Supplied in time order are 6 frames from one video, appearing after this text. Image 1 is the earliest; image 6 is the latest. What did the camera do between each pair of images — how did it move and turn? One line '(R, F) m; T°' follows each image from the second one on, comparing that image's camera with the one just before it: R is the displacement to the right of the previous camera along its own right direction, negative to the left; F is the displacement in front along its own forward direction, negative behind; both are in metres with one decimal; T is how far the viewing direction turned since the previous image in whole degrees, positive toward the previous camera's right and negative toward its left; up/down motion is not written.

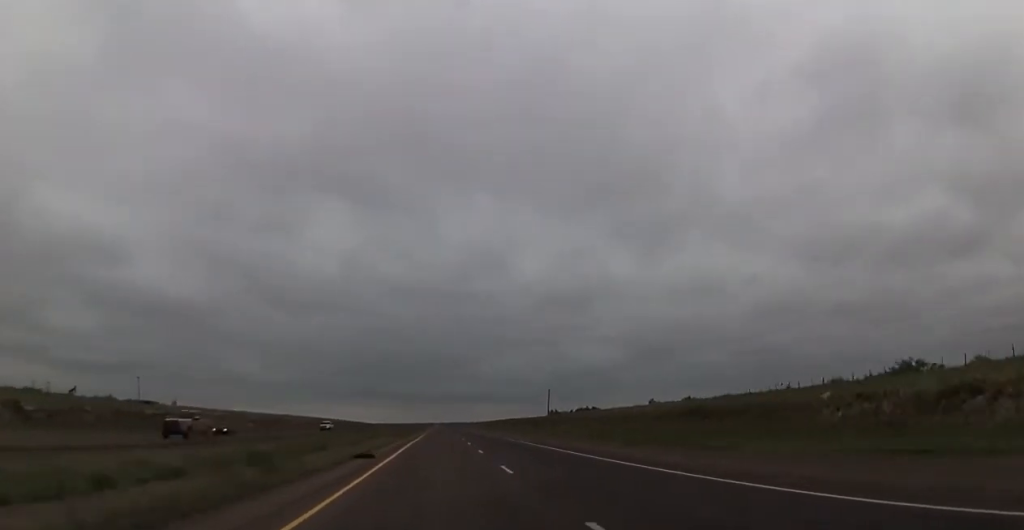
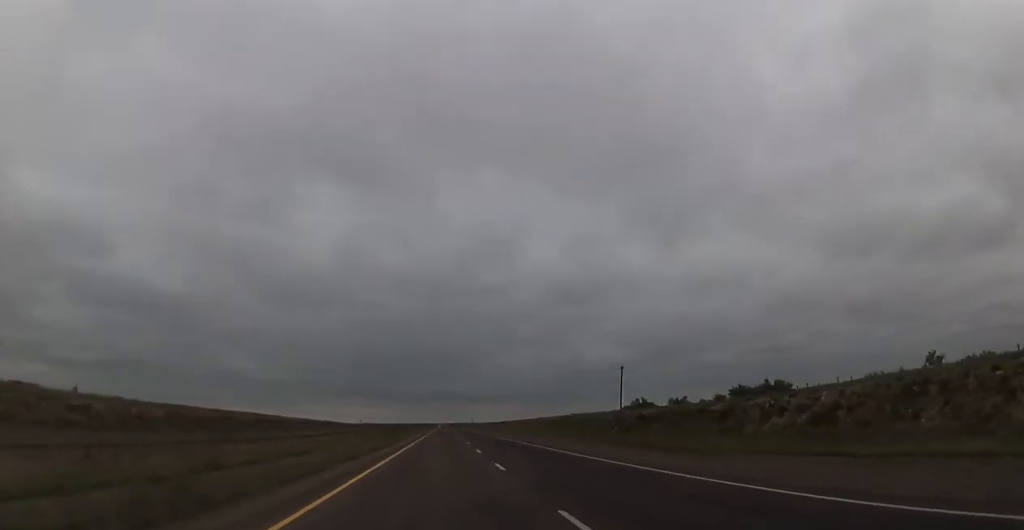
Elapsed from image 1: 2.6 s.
(0.0, +95.3) m; 0°
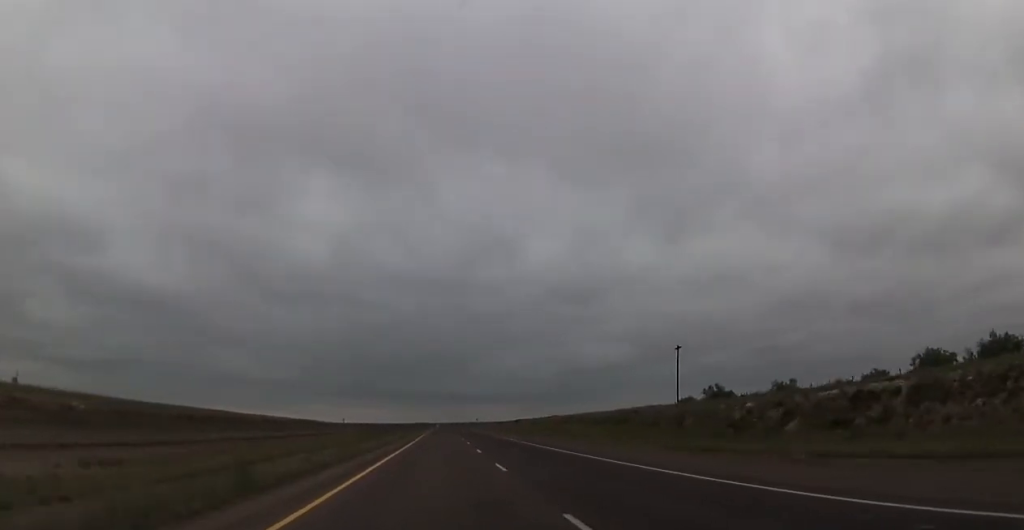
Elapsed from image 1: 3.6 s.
(+0.2, +36.7) m; 0°
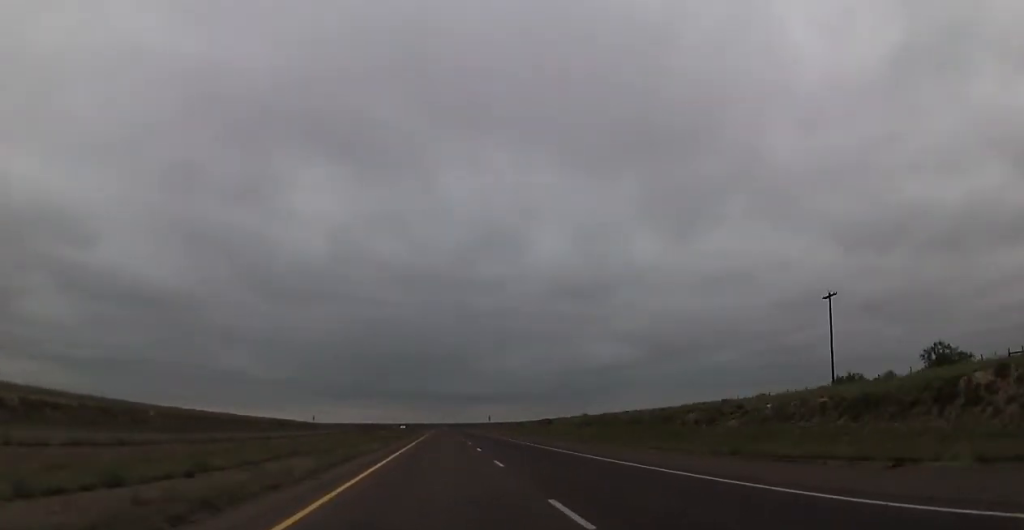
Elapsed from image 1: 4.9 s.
(-0.2, +46.5) m; 0°
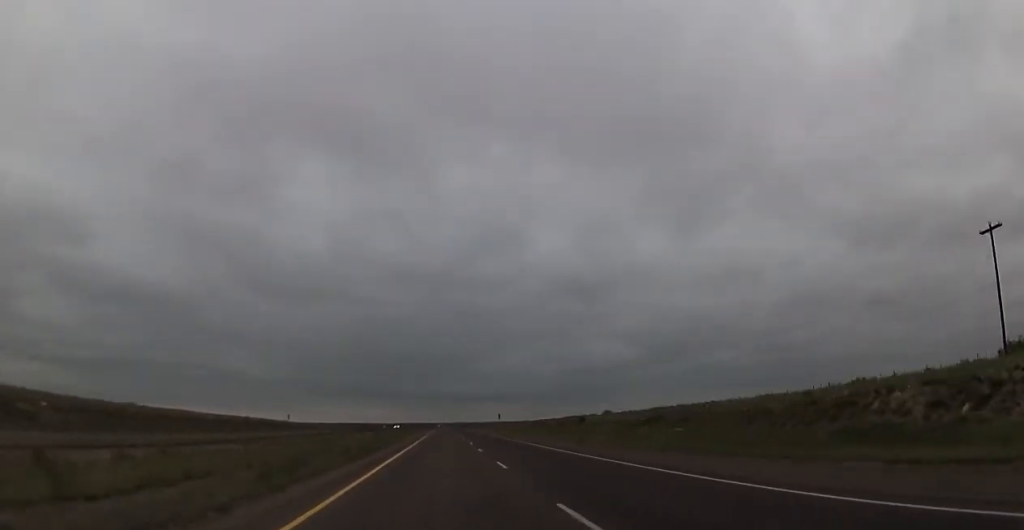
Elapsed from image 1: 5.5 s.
(+0.1, +24.5) m; 0°
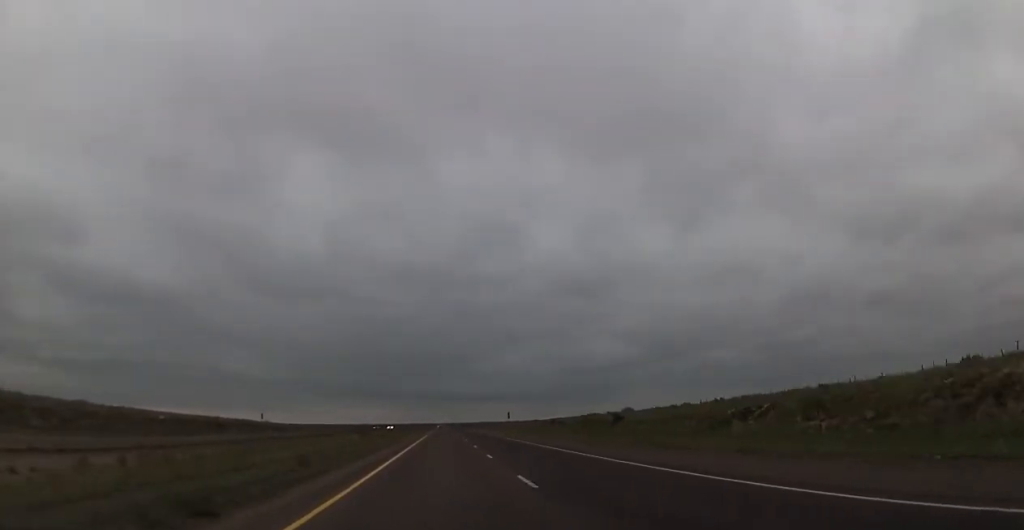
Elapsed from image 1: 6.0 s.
(-0.3, +18.4) m; 0°
